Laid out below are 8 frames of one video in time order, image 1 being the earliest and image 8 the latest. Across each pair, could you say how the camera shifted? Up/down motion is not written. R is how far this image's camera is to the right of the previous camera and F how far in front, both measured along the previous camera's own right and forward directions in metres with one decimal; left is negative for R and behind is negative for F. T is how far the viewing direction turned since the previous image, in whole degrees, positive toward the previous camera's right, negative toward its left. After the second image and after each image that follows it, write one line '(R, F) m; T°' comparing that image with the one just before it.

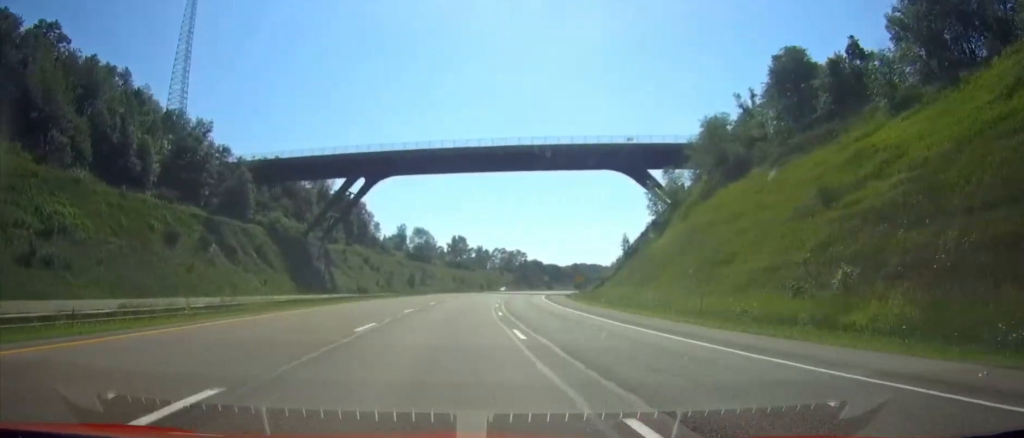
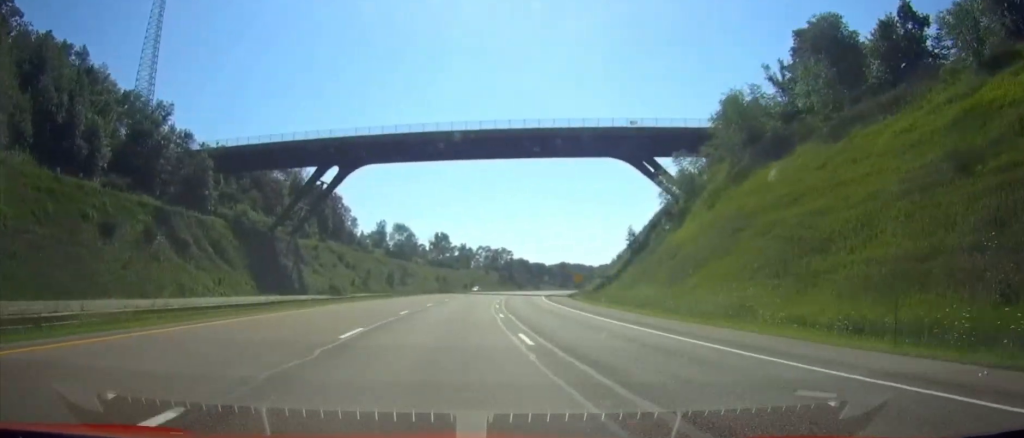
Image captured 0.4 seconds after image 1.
(-0.1, +13.8) m; +2°
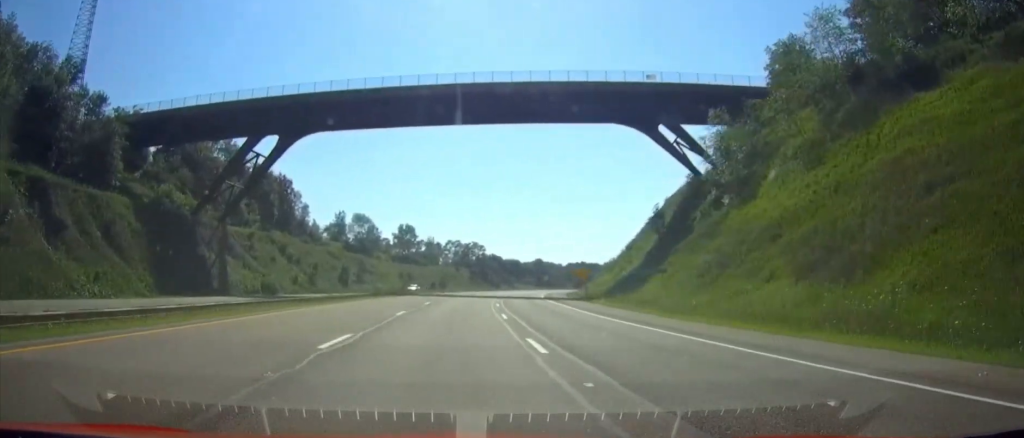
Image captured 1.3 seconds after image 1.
(+1.0, +26.4) m; +3°
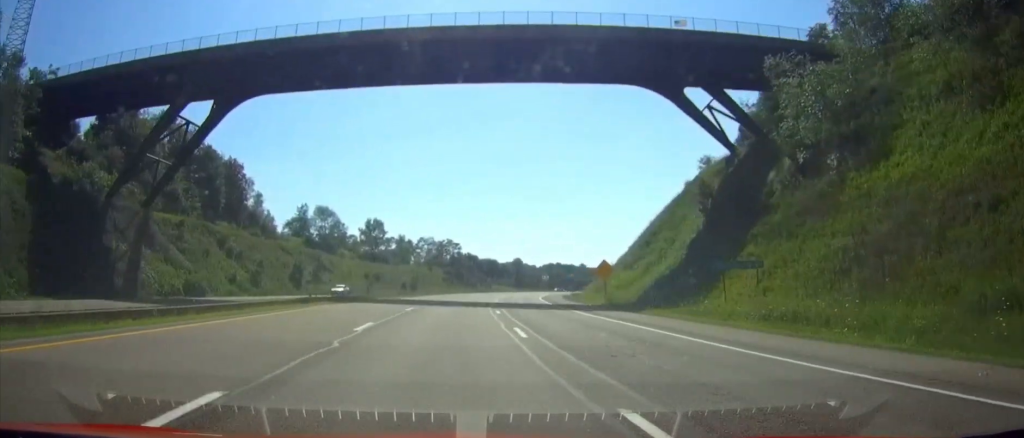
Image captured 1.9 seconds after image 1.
(+0.6, +21.1) m; +2°
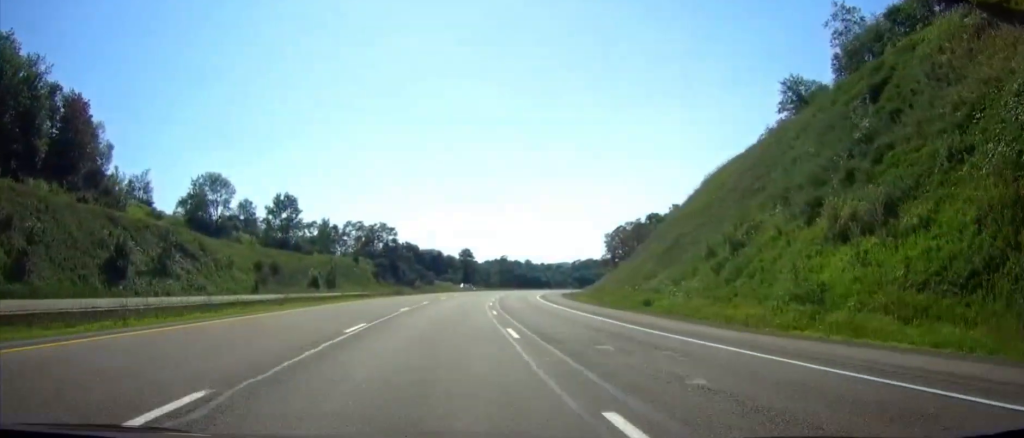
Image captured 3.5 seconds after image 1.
(+1.6, +49.3) m; +4°
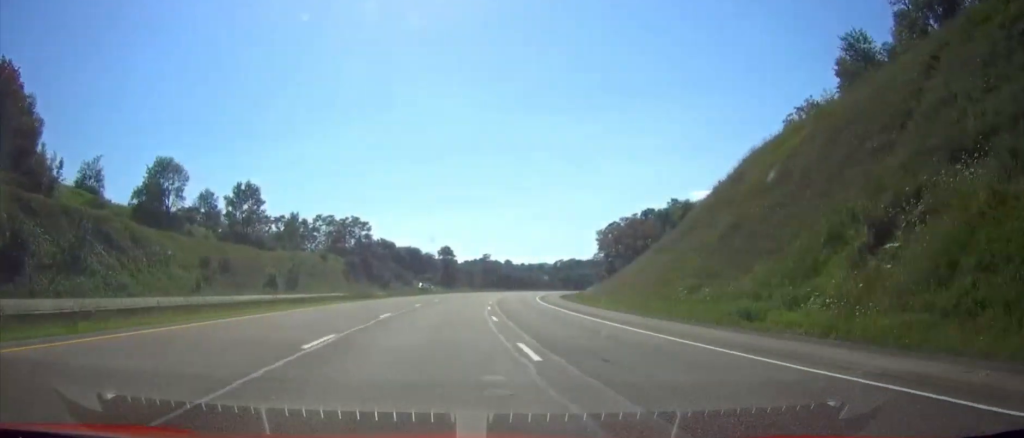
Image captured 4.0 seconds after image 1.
(+0.3, +16.8) m; +1°
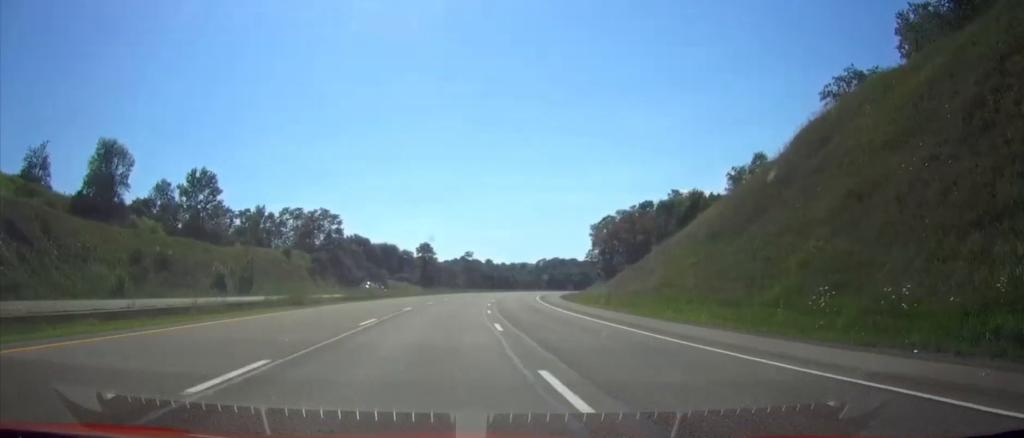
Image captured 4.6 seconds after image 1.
(+0.1, +16.7) m; +1°
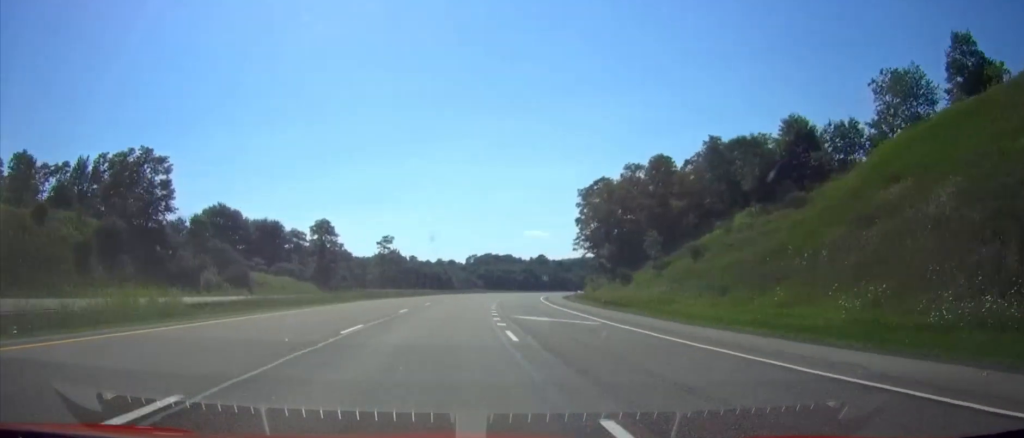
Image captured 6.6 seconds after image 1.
(+3.8, +65.0) m; +7°
